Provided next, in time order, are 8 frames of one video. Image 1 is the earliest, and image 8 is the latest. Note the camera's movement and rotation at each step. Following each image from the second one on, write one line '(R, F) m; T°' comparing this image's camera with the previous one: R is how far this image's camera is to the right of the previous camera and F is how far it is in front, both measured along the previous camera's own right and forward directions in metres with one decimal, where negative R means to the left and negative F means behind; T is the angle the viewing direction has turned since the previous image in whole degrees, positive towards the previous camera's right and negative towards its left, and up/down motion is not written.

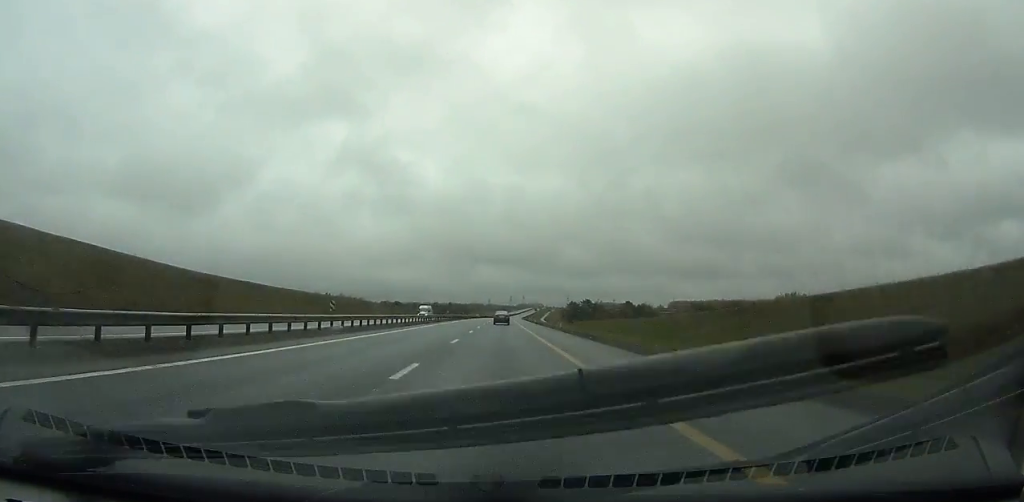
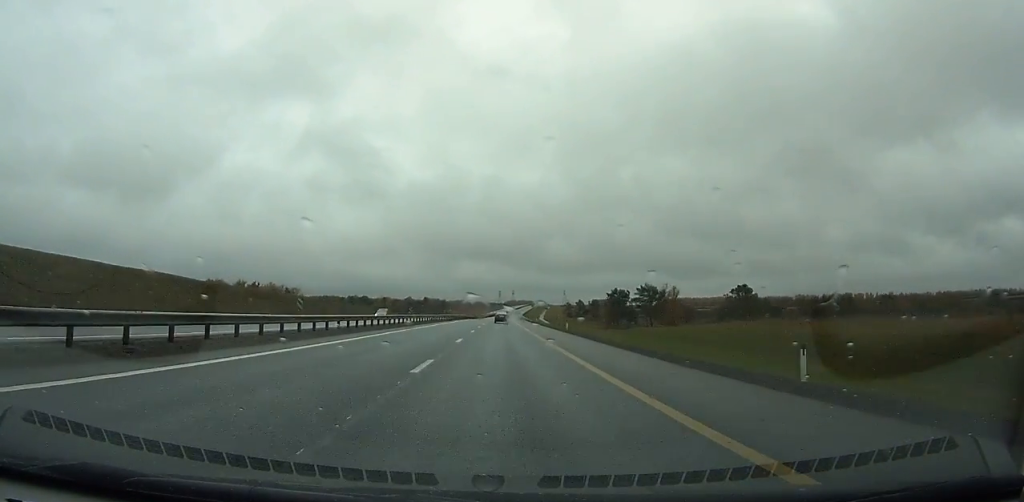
(+0.4, +92.4) m; +1°
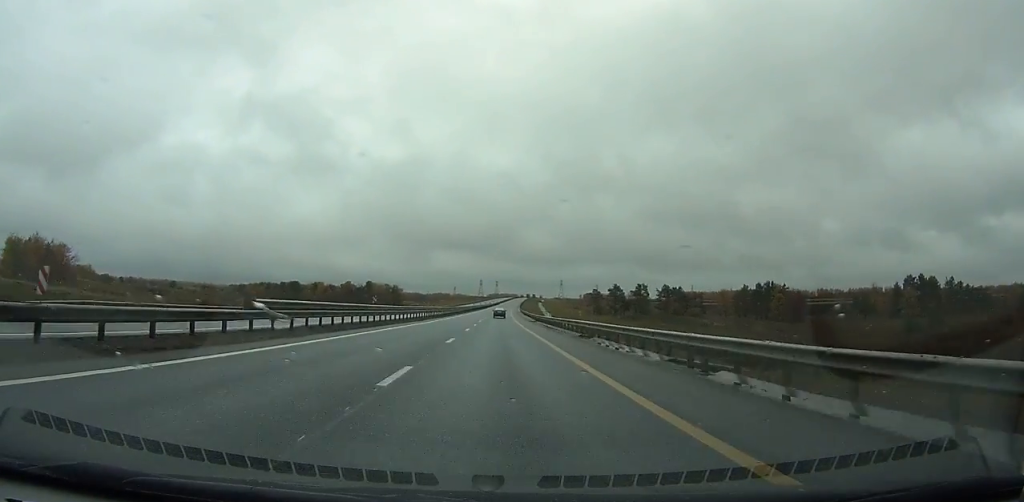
(+1.5, +132.8) m; +2°
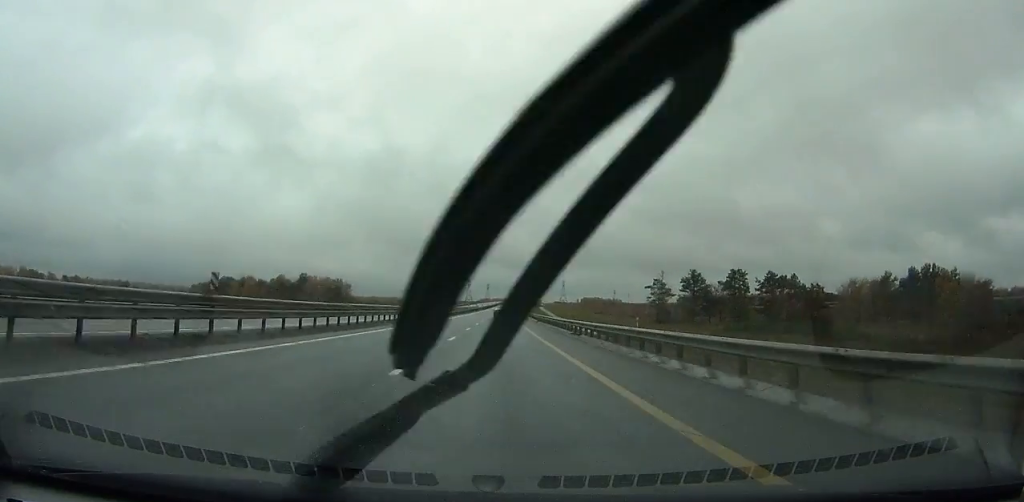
(+0.8, +80.9) m; +1°
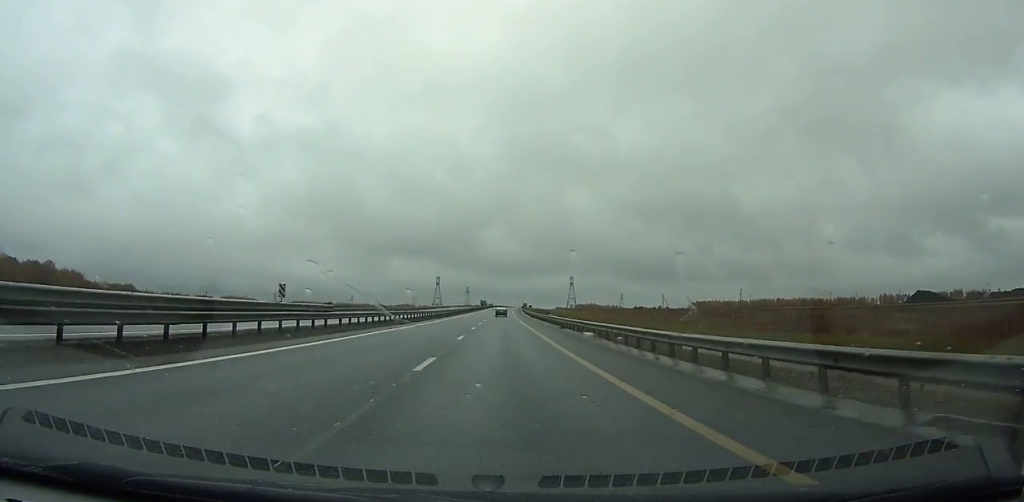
(+1.8, +140.7) m; +1°
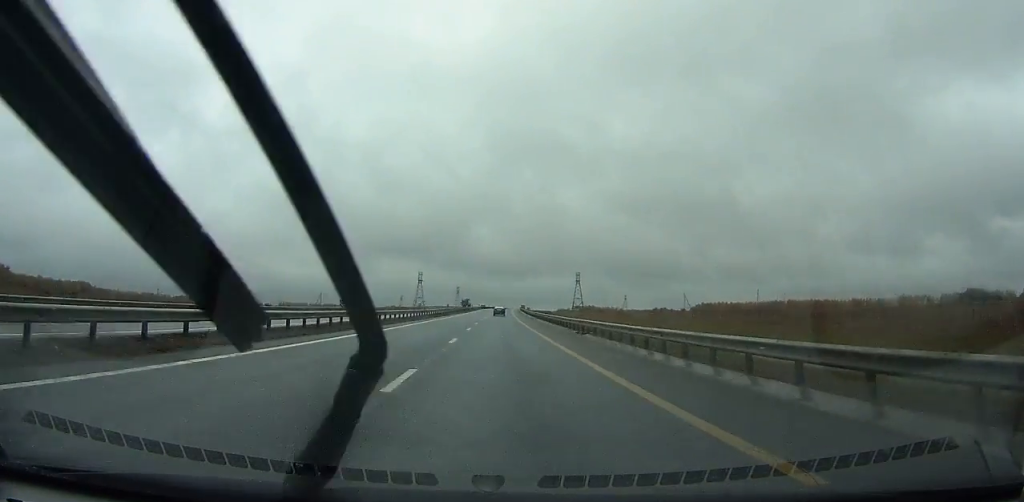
(-0.3, +49.1) m; 0°
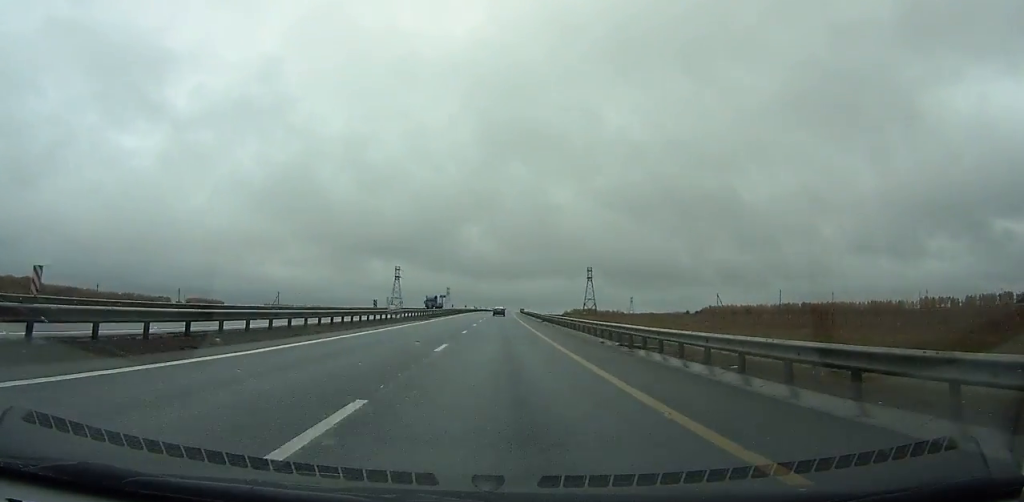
(+0.5, +51.9) m; +1°
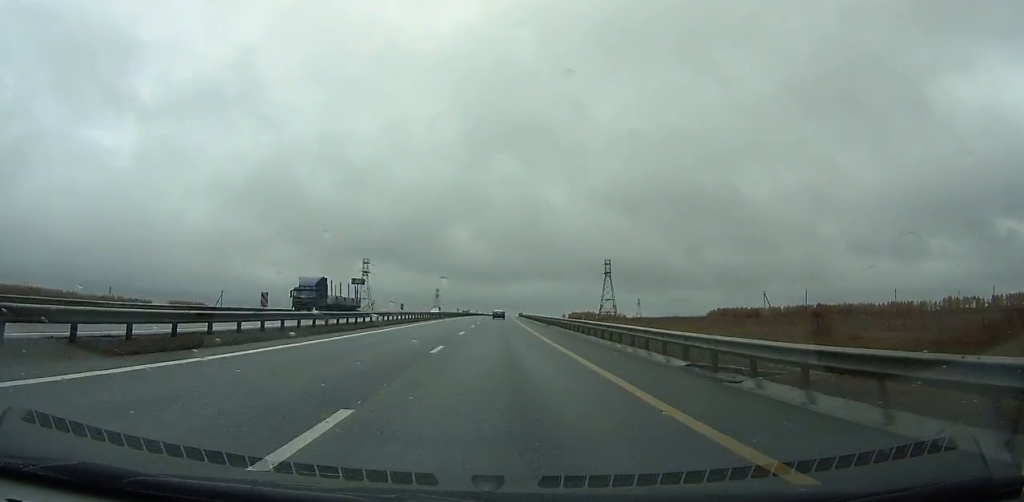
(+0.2, +48.6) m; +1°
